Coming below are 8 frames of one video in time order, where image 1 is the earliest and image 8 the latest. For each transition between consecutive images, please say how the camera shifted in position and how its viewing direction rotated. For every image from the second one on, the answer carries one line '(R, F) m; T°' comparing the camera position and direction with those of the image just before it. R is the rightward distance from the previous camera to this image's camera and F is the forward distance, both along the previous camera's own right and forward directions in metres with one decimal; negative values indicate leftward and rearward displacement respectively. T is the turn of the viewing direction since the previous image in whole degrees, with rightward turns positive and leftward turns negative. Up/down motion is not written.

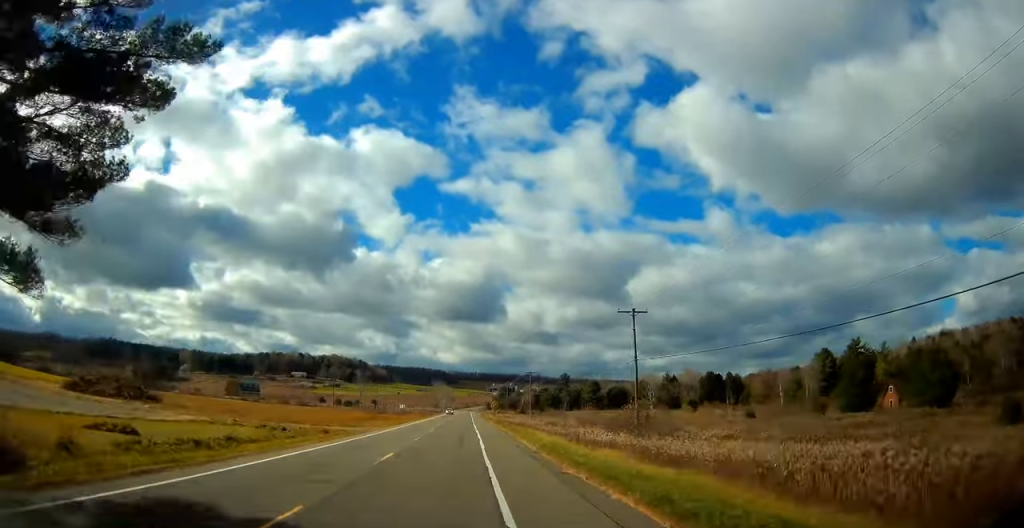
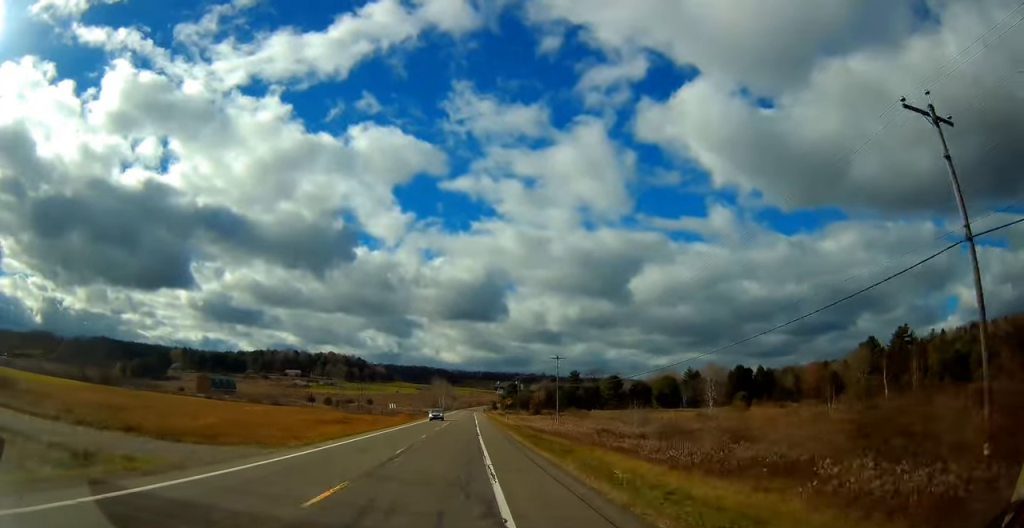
(0.0, +32.3) m; 0°
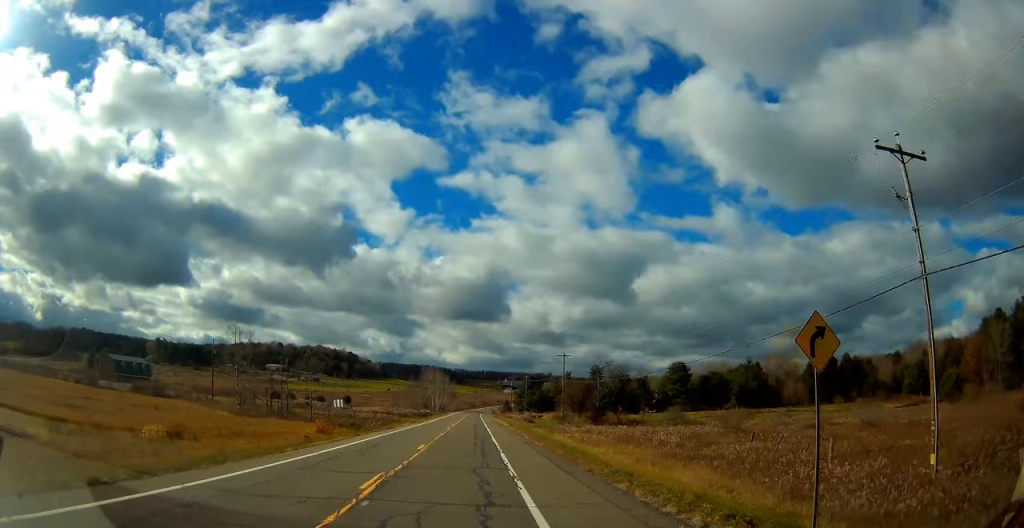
(-0.1, +70.4) m; -1°
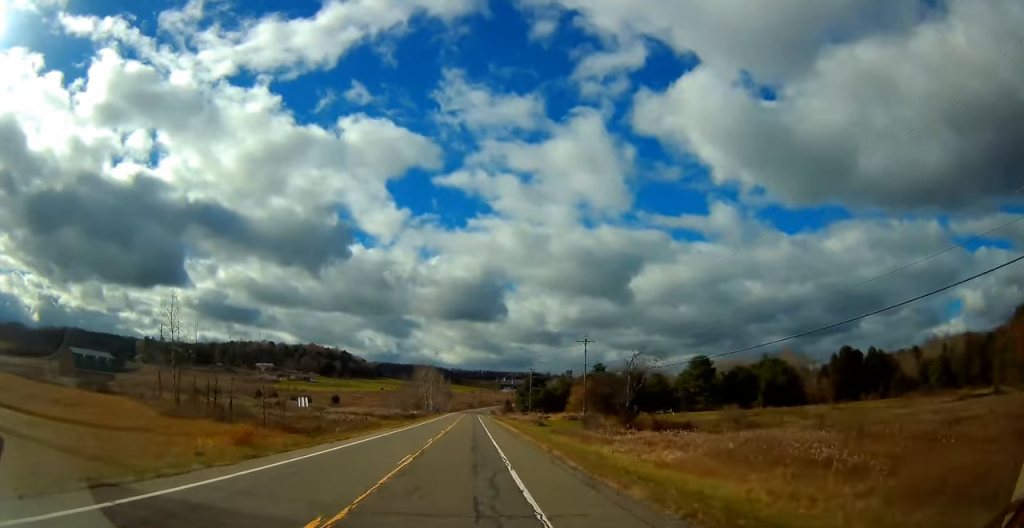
(-0.4, +18.5) m; 0°
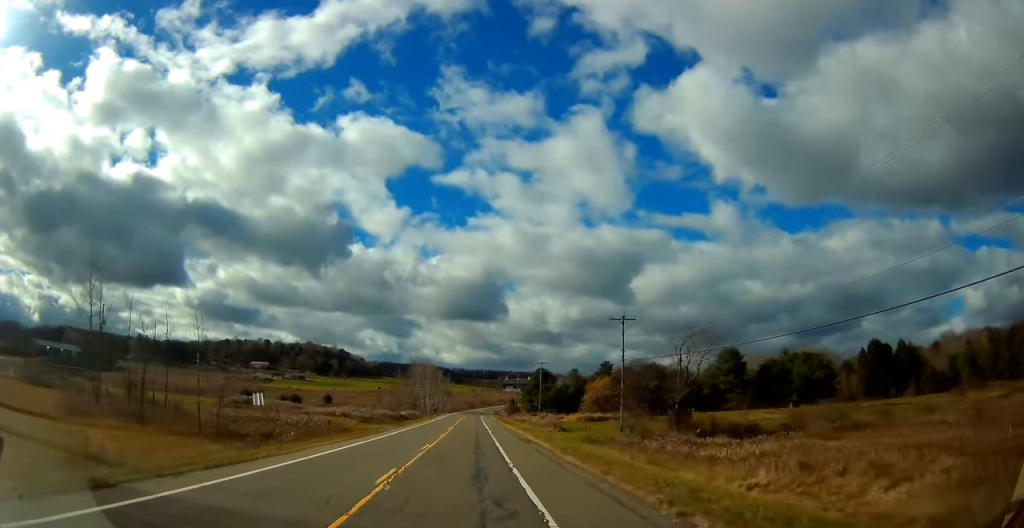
(+0.2, +16.7) m; +1°
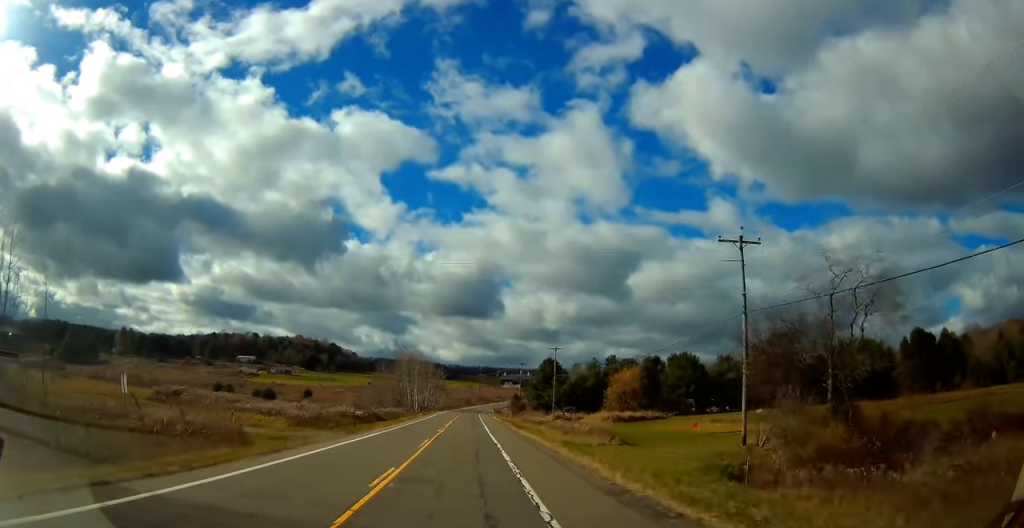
(+0.2, +24.7) m; 0°
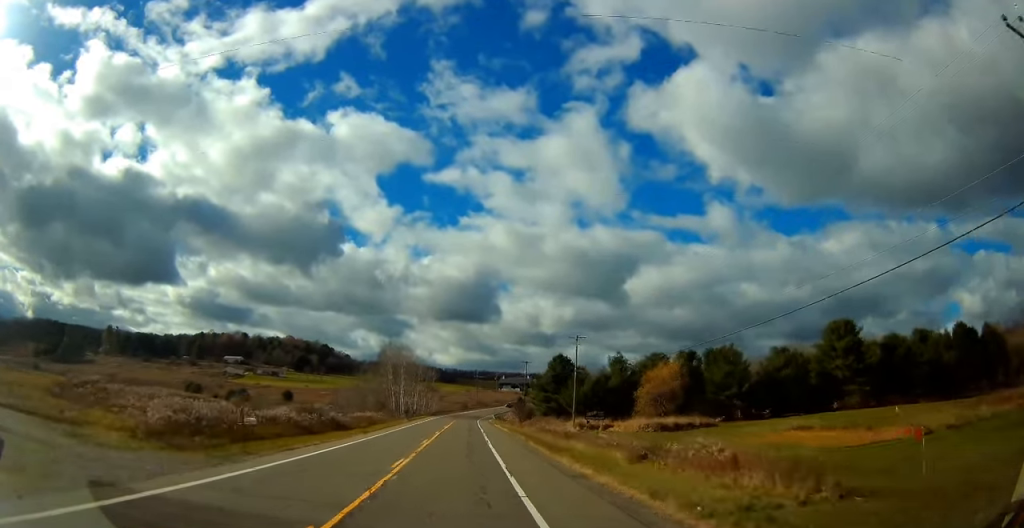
(0.0, +21.1) m; 0°
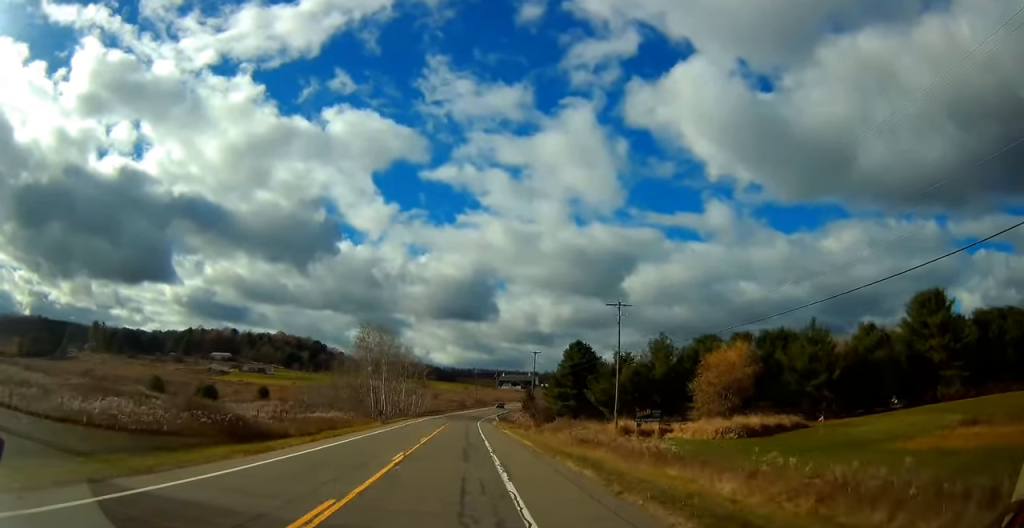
(0.0, +22.0) m; 0°
